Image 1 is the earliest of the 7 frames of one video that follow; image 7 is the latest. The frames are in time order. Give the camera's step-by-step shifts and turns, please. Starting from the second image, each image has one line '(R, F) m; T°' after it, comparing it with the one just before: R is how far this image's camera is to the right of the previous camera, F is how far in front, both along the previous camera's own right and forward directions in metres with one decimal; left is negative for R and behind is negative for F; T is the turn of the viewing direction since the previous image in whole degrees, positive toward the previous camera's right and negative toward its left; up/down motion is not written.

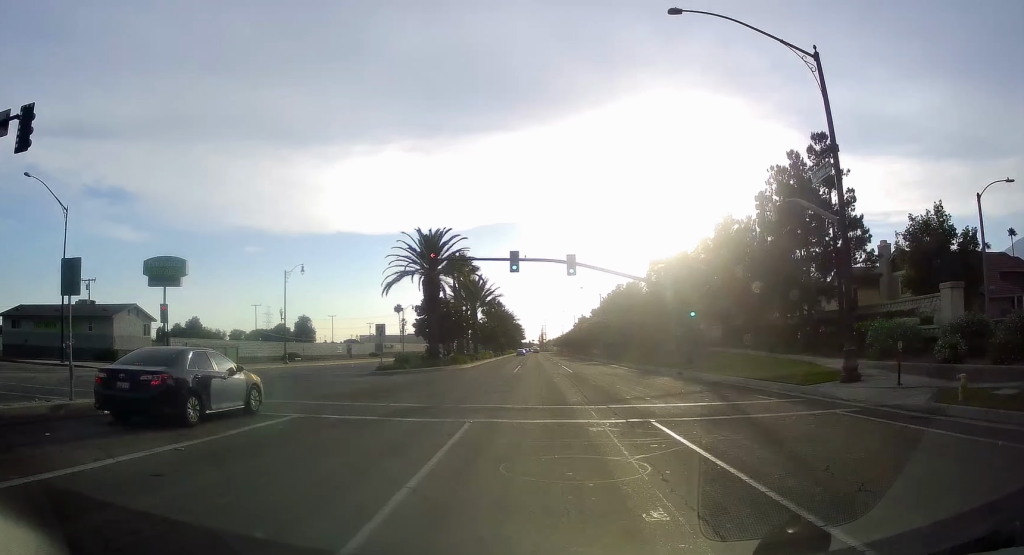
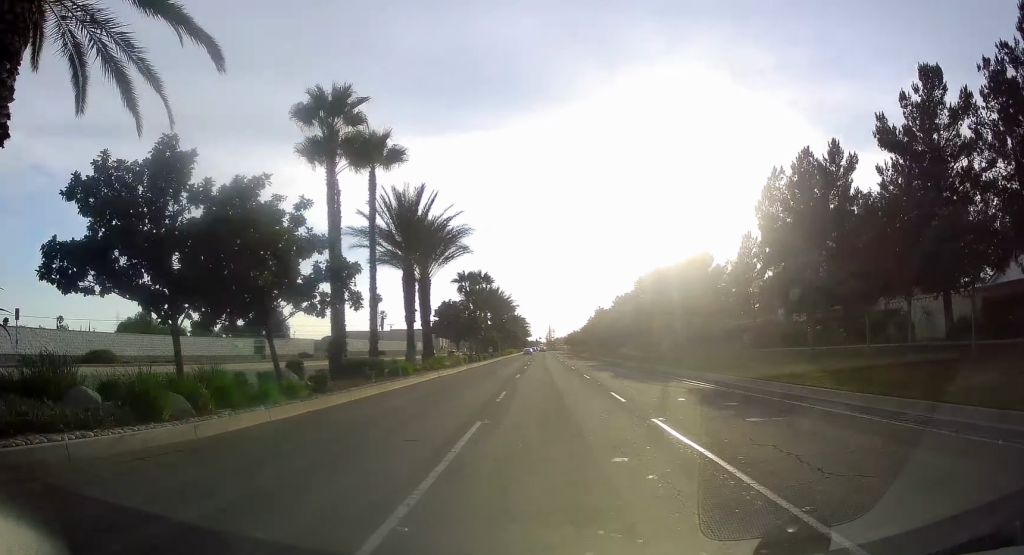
(0.0, +43.0) m; 0°
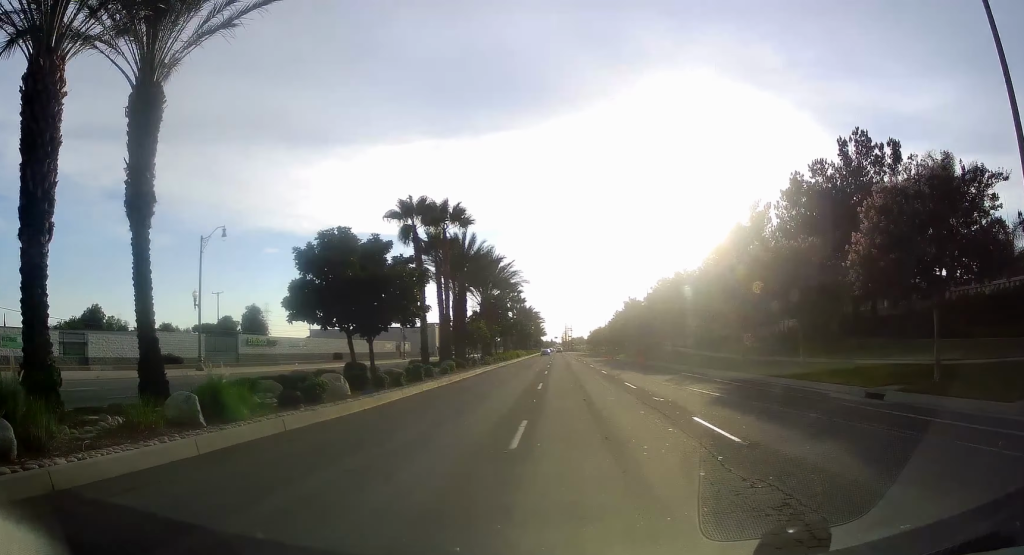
(+0.4, +37.9) m; +1°
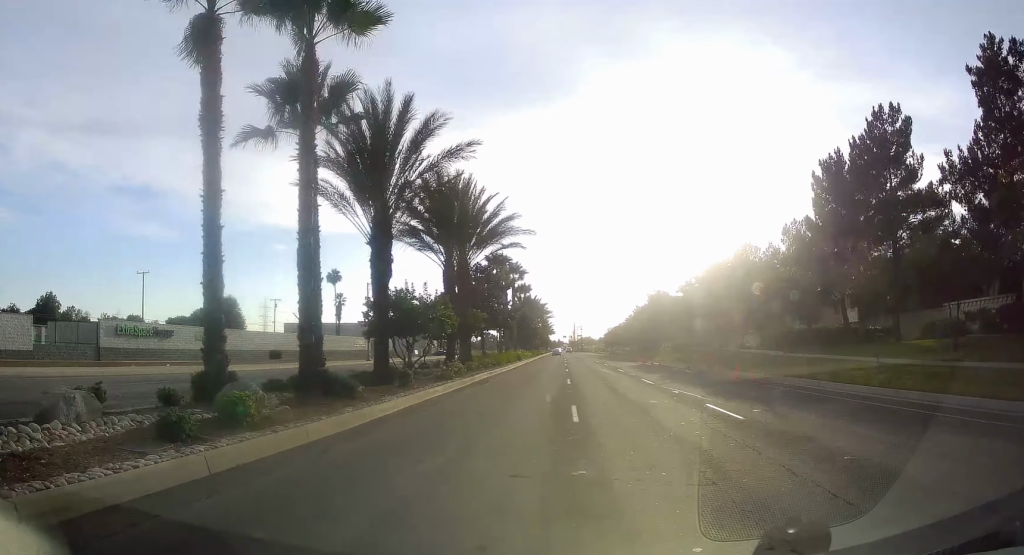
(-0.2, +25.9) m; -2°
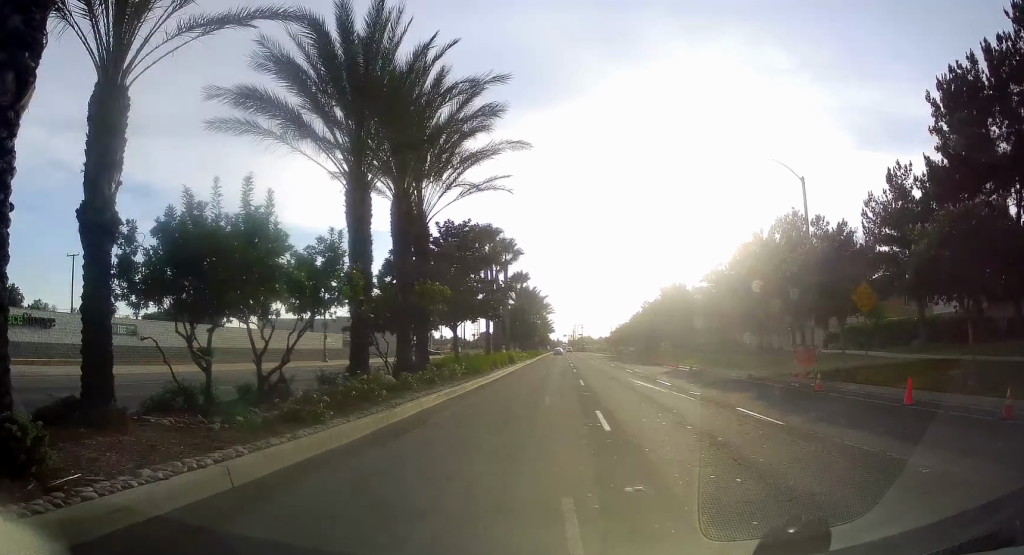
(-0.2, +15.9) m; -1°
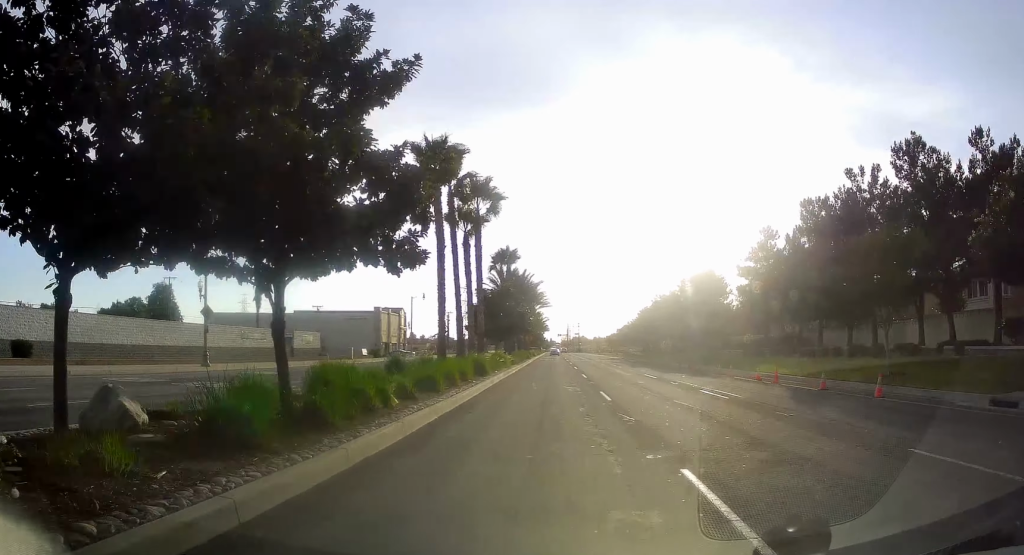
(0.0, +22.6) m; +1°
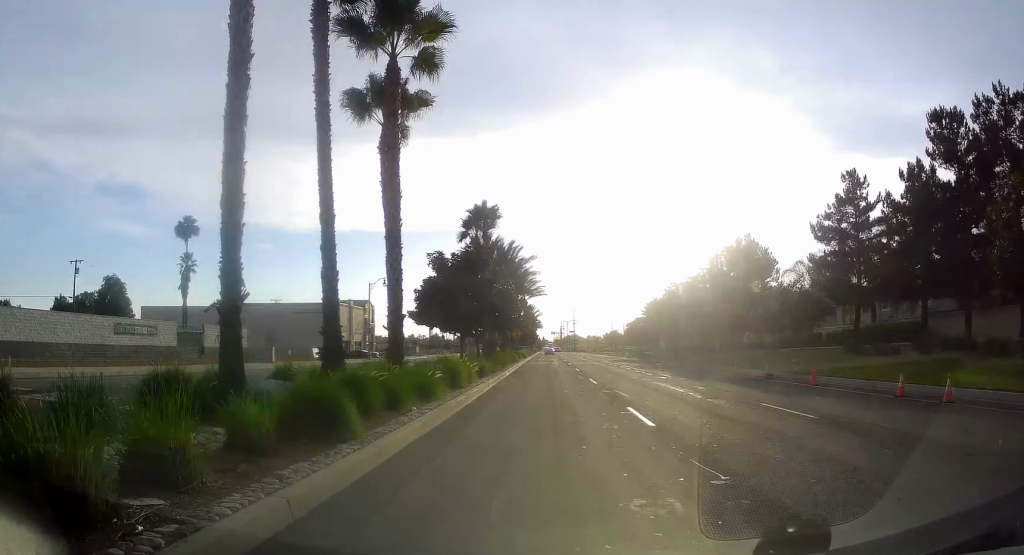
(+0.5, +20.9) m; 0°
